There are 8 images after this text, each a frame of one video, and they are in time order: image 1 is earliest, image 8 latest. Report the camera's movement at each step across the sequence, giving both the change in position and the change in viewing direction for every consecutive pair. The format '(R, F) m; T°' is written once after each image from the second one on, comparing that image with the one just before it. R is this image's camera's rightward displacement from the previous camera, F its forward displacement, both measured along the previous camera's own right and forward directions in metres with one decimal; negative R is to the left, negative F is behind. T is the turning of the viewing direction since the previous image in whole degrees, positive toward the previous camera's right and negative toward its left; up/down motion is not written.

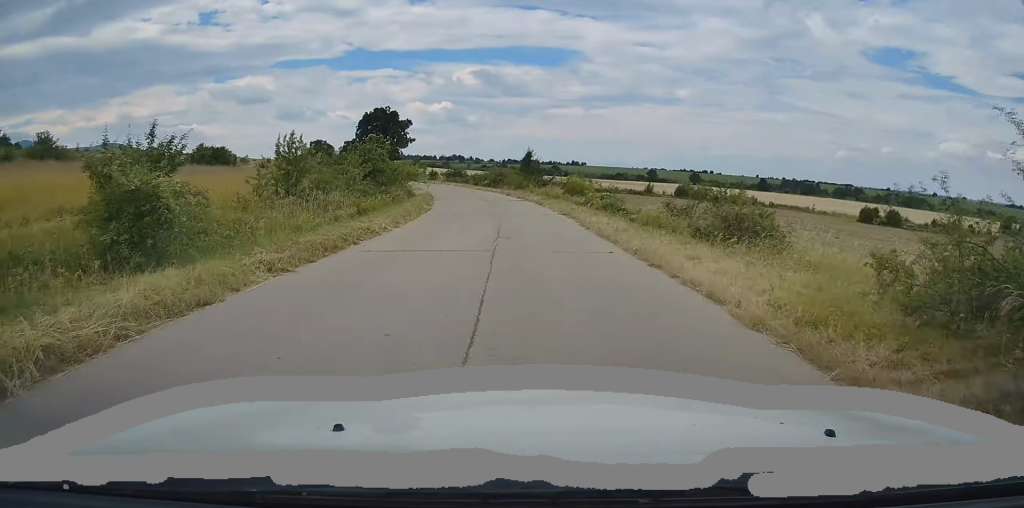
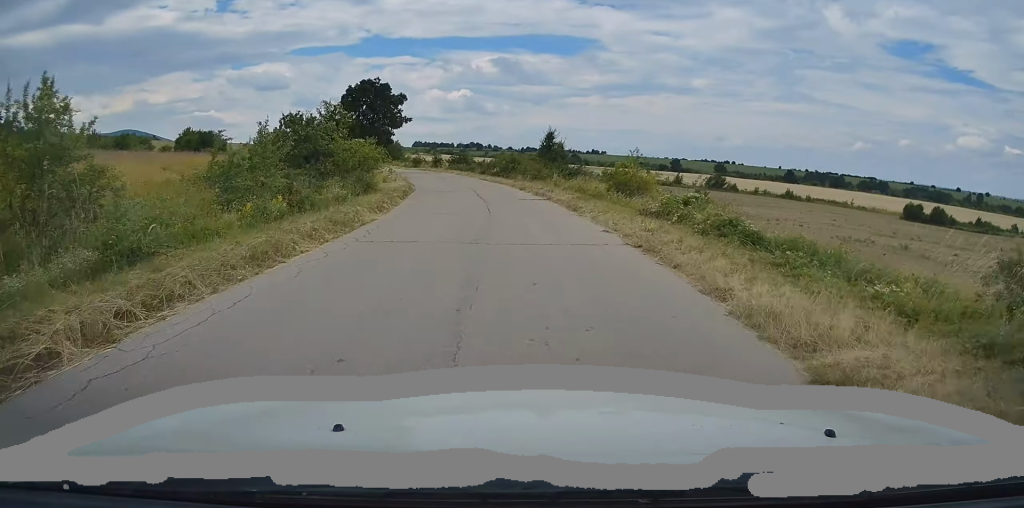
(+0.1, +12.7) m; -2°
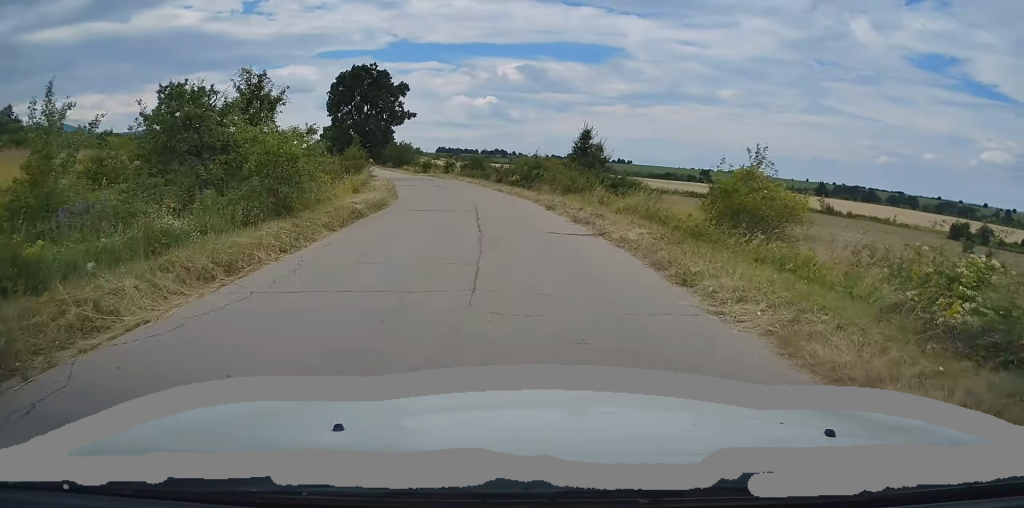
(-0.5, +10.1) m; -3°
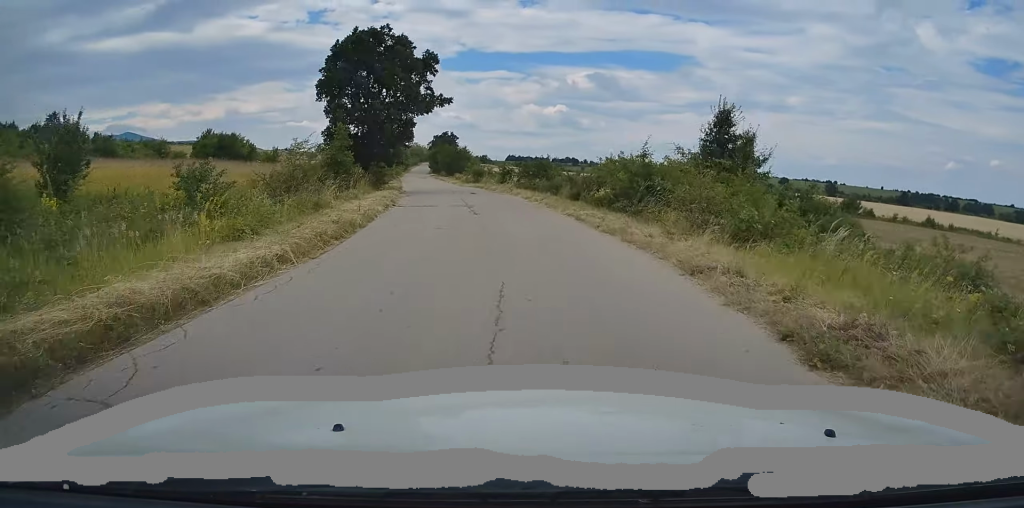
(-0.6, +15.1) m; -5°
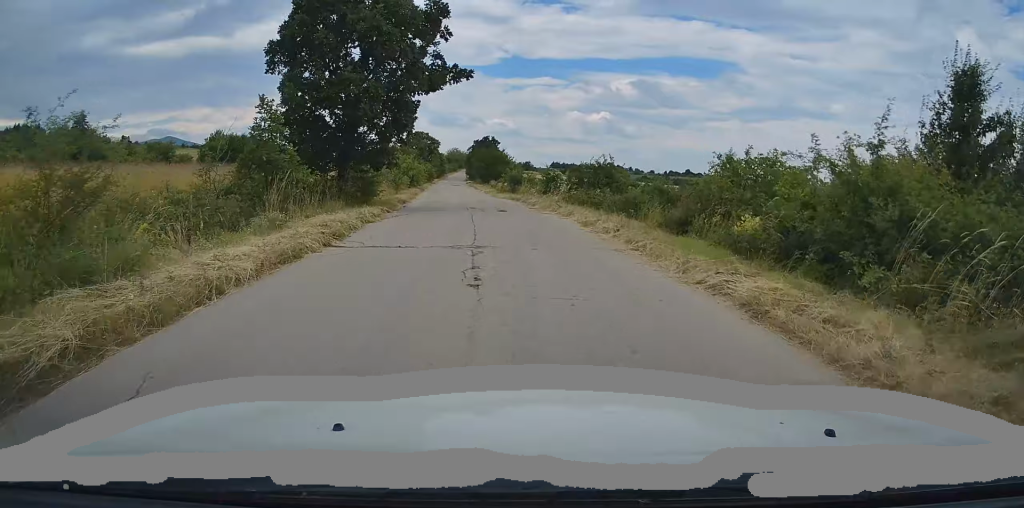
(-0.2, +10.6) m; -3°
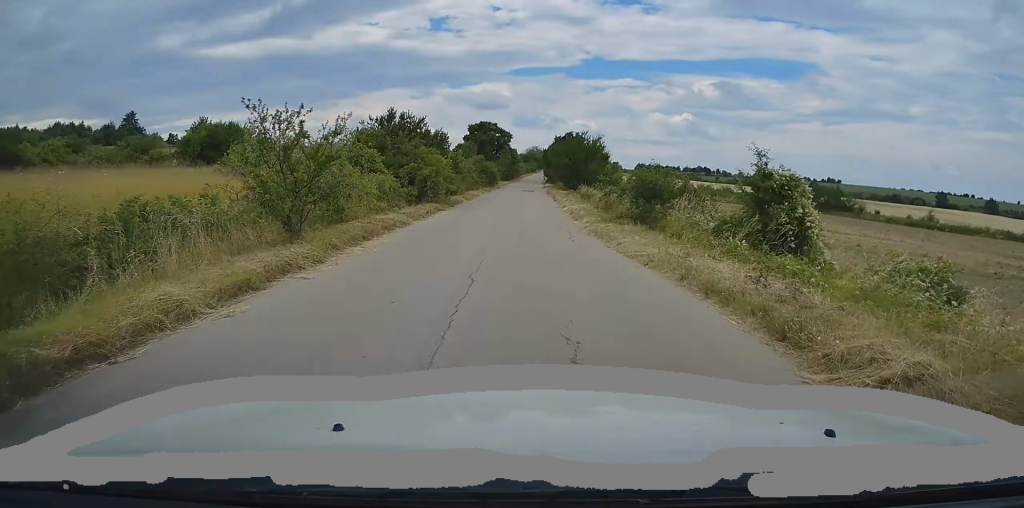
(-1.4, +25.0) m; -5°
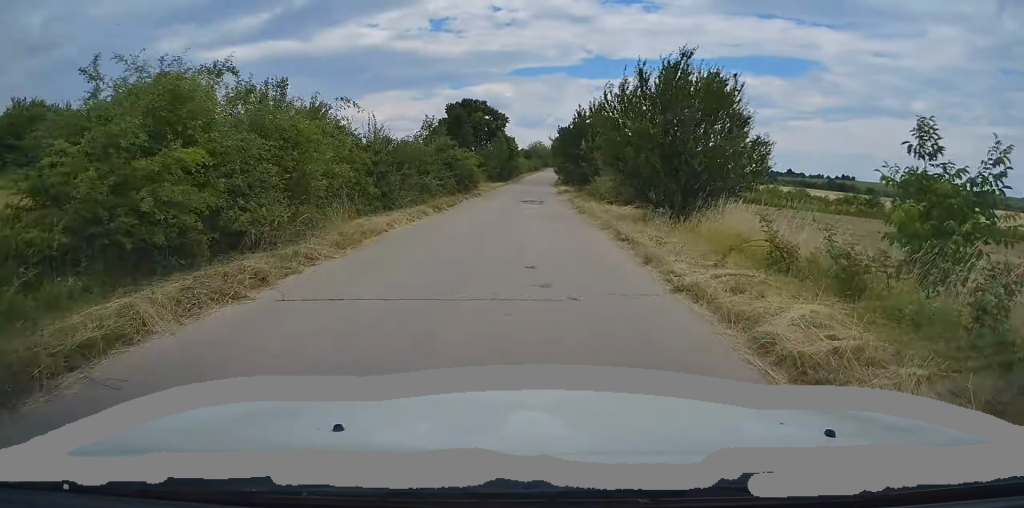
(-1.0, +27.9) m; -3°
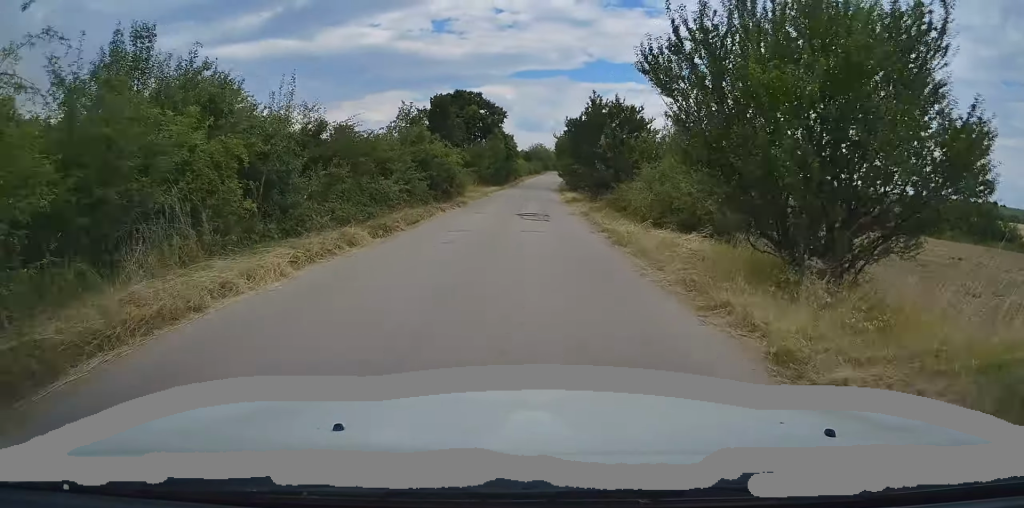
(0.0, +8.3) m; 0°
